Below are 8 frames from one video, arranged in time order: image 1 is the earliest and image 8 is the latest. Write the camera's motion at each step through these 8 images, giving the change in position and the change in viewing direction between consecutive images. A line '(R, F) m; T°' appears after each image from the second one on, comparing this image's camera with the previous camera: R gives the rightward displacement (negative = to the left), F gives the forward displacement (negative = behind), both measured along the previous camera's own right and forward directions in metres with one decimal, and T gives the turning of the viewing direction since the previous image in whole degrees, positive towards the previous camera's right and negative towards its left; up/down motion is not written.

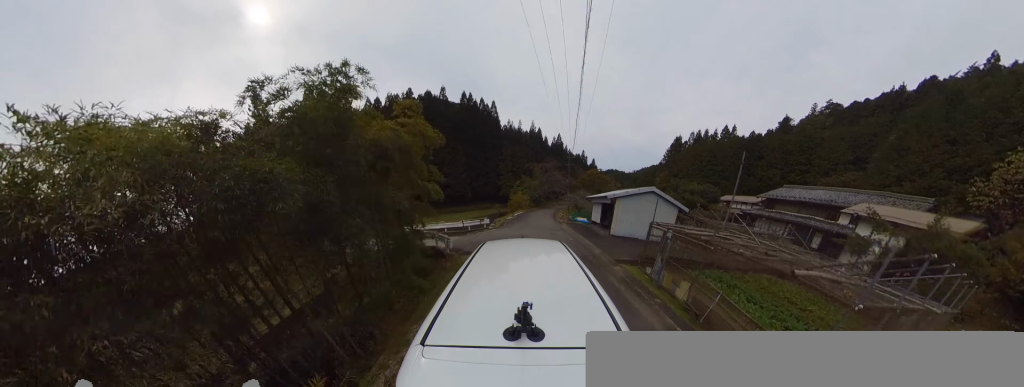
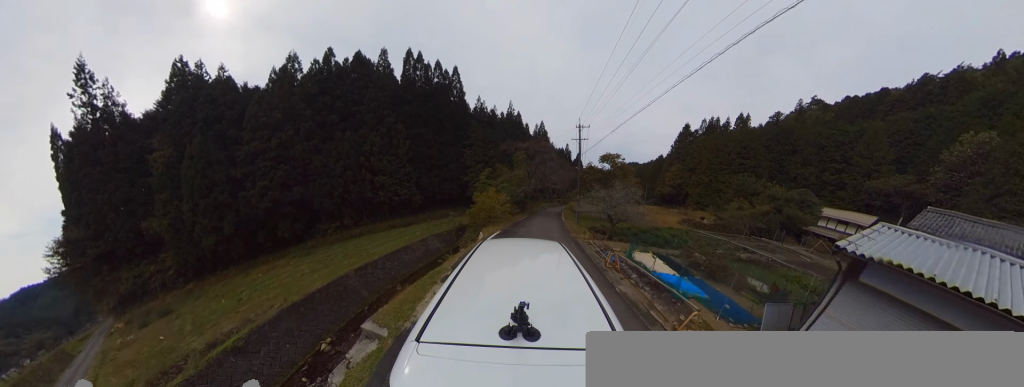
(+3.9, +17.4) m; +16°
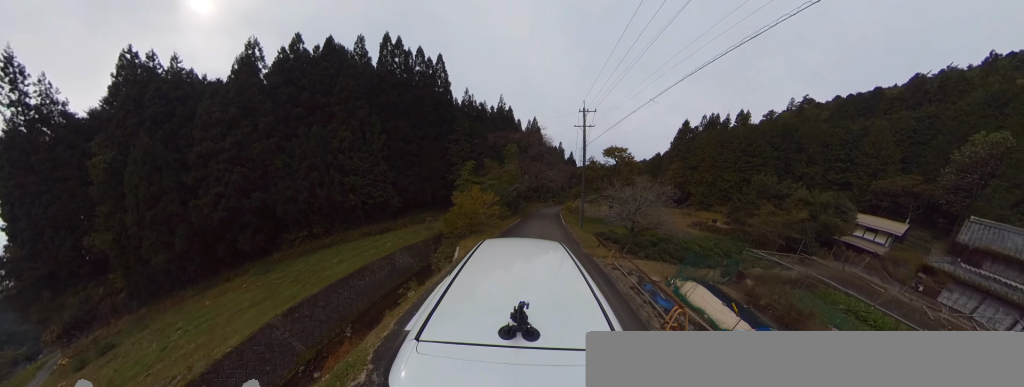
(-0.1, +4.0) m; -1°
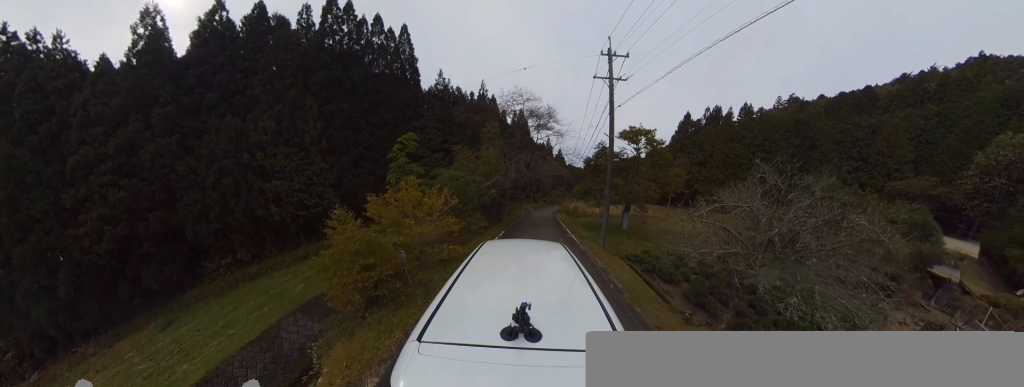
(0.0, +7.4) m; +1°
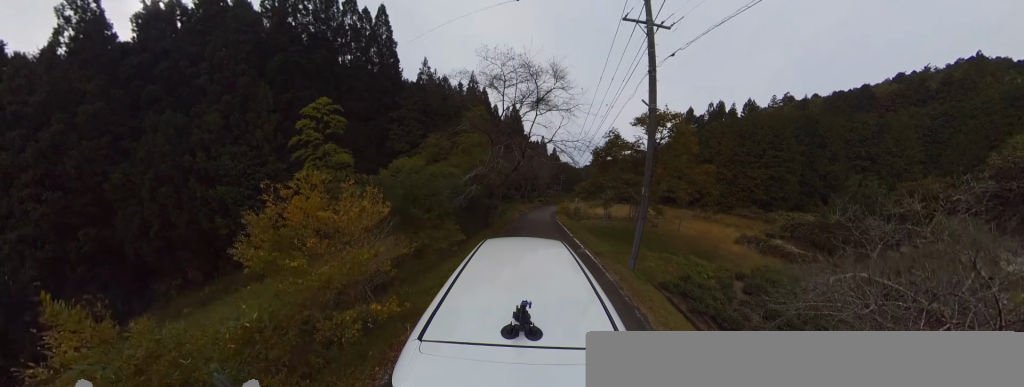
(0.0, +3.8) m; +1°
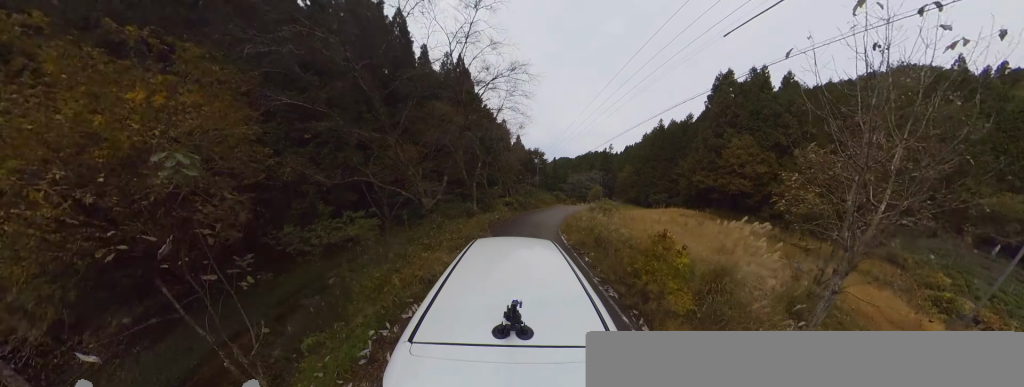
(+2.4, +23.6) m; +21°
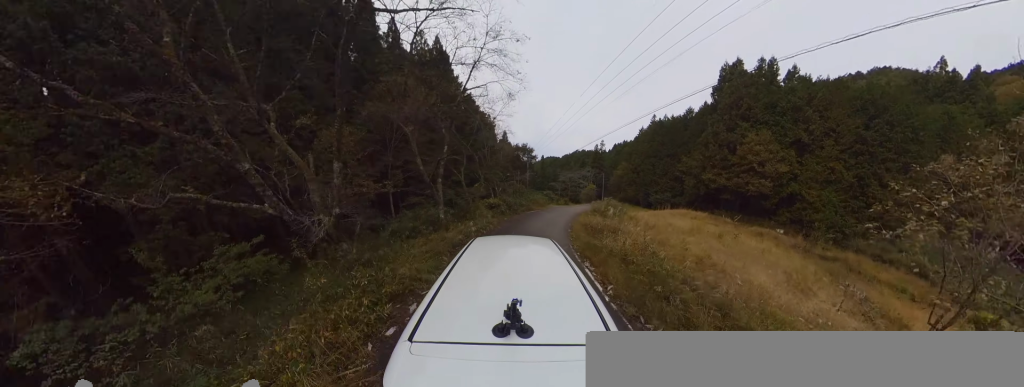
(+0.2, +5.5) m; +11°
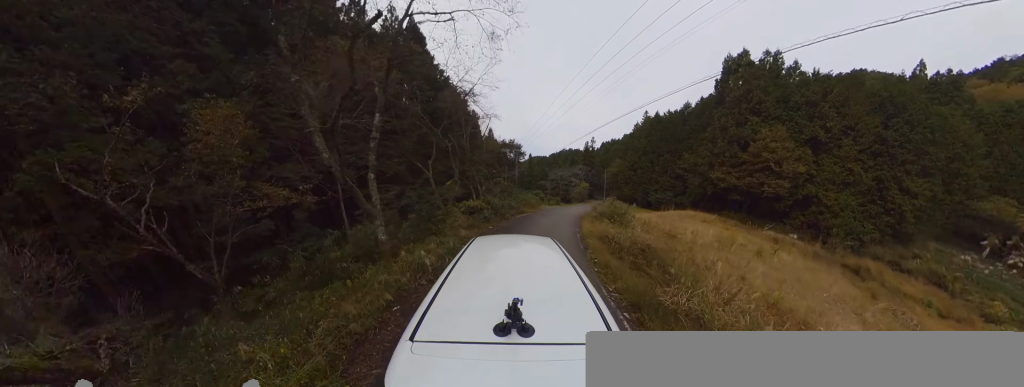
(+0.8, +4.7) m; +8°
